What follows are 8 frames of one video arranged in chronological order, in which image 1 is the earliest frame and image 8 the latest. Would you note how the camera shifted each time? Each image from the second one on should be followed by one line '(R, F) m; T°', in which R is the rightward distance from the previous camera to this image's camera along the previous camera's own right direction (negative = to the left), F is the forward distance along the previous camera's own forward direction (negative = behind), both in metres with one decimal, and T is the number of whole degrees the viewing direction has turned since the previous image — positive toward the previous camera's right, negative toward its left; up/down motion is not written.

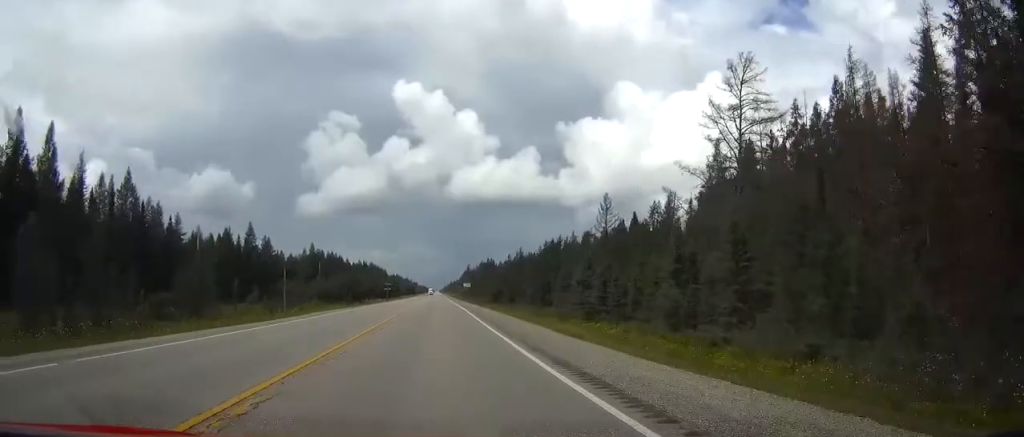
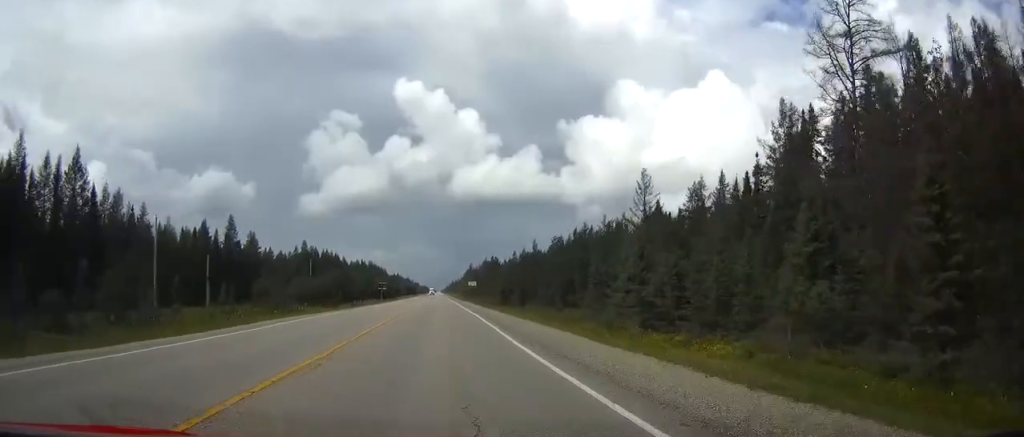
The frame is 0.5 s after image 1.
(0.0, +14.0) m; 0°
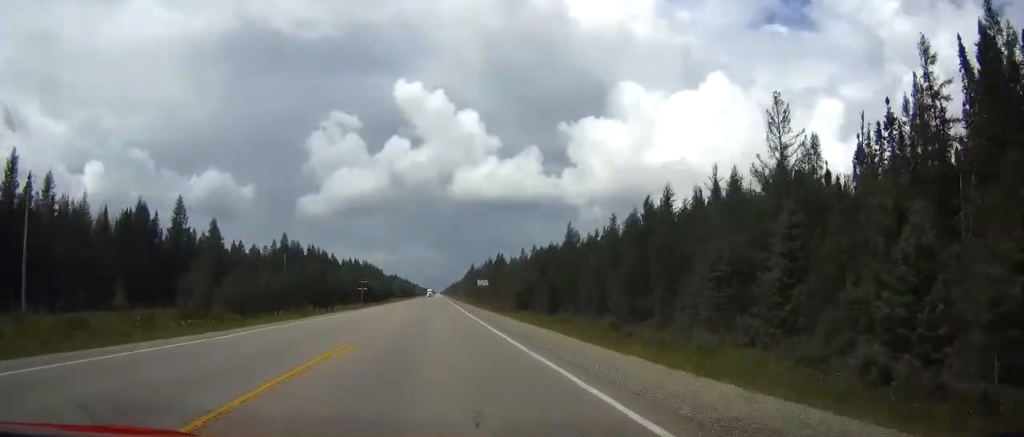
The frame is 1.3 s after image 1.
(-0.1, +25.9) m; 0°
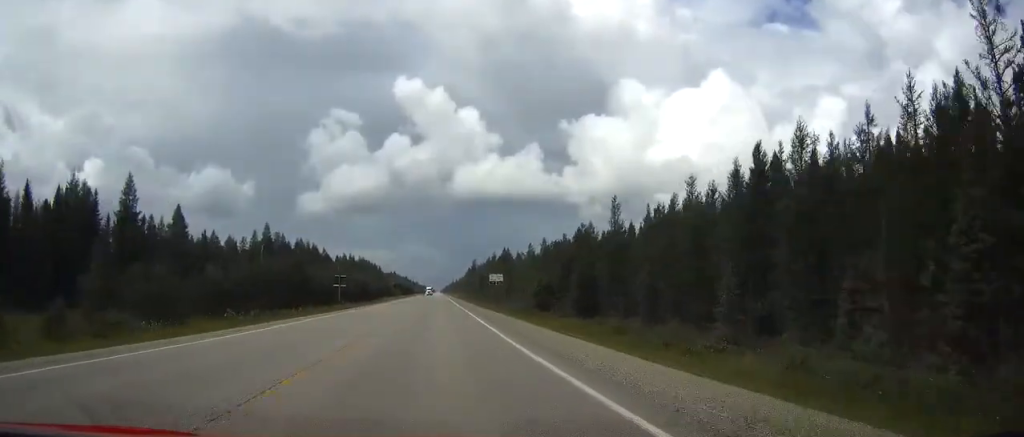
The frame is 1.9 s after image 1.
(+0.2, +17.9) m; 0°
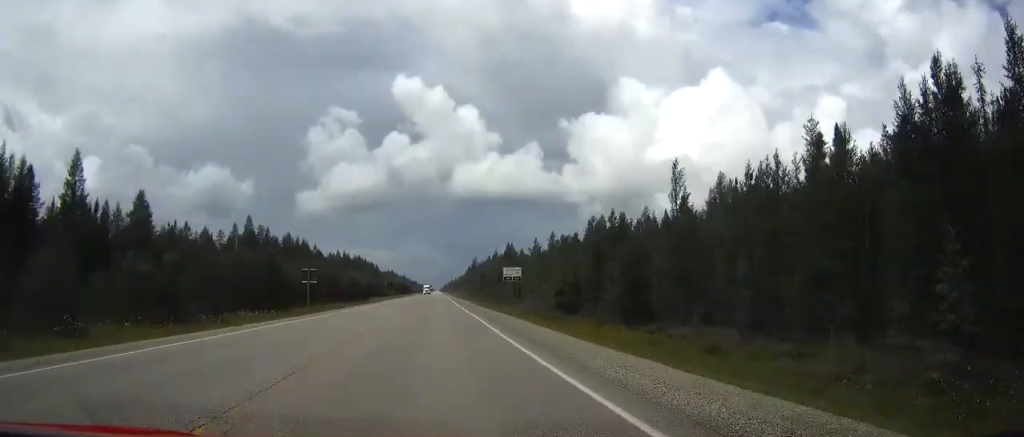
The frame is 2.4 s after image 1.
(+0.1, +13.9) m; 0°
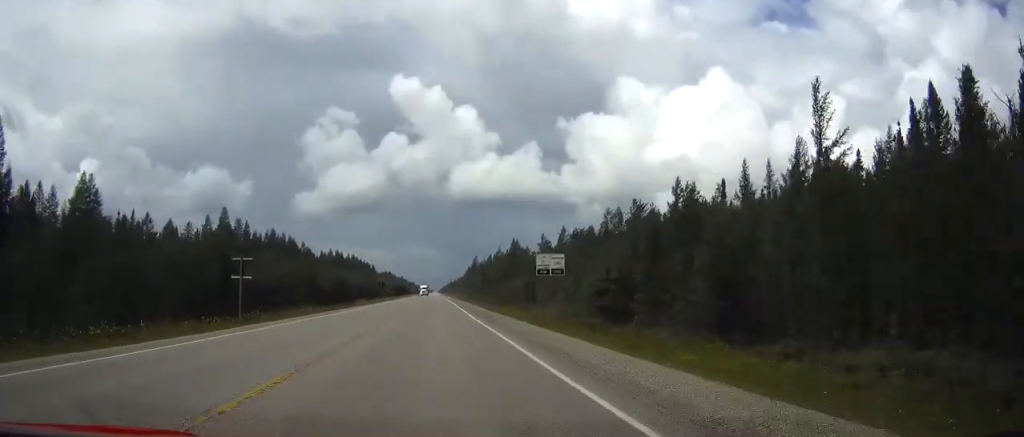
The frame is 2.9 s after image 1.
(0.0, +15.9) m; 0°
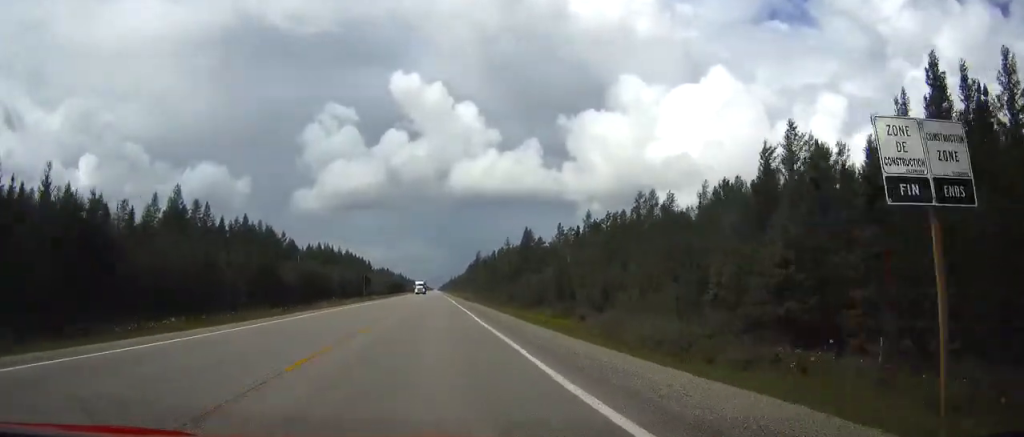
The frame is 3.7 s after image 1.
(0.0, +23.9) m; 0°
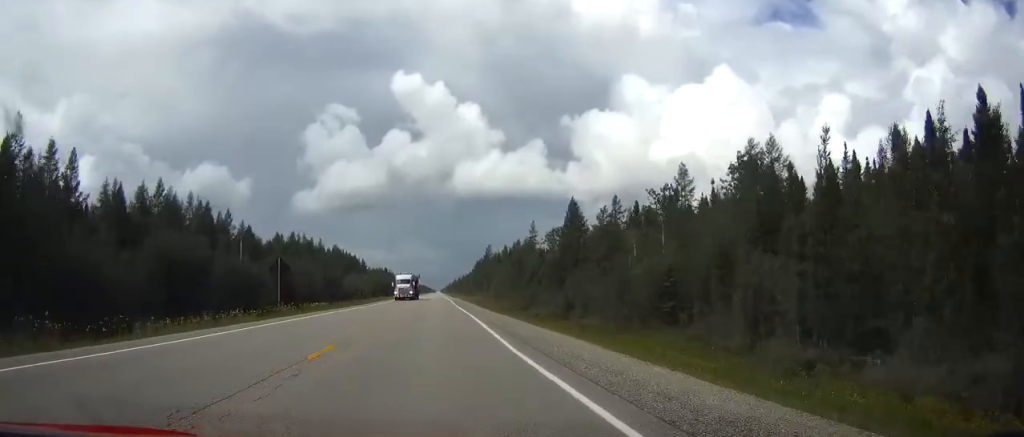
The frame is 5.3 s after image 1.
(-0.3, +46.1) m; -1°
